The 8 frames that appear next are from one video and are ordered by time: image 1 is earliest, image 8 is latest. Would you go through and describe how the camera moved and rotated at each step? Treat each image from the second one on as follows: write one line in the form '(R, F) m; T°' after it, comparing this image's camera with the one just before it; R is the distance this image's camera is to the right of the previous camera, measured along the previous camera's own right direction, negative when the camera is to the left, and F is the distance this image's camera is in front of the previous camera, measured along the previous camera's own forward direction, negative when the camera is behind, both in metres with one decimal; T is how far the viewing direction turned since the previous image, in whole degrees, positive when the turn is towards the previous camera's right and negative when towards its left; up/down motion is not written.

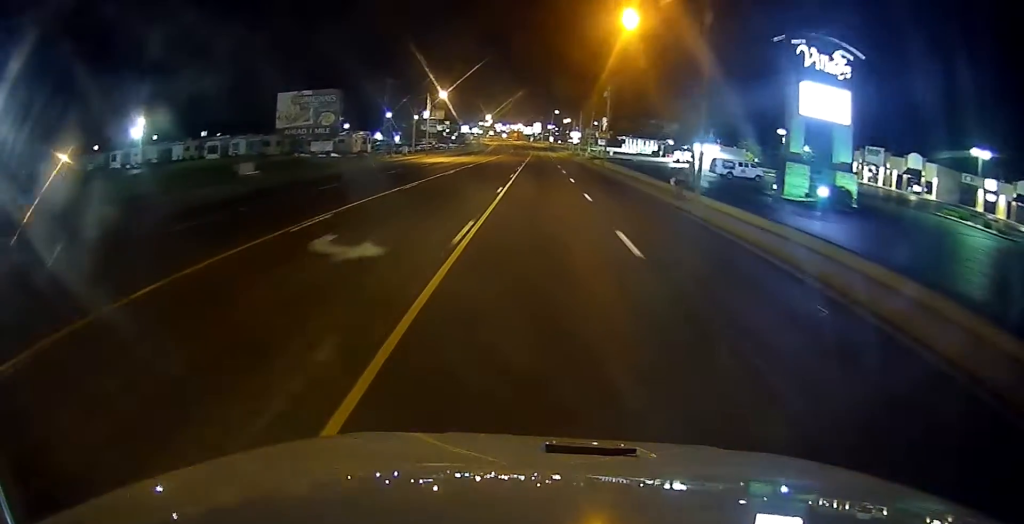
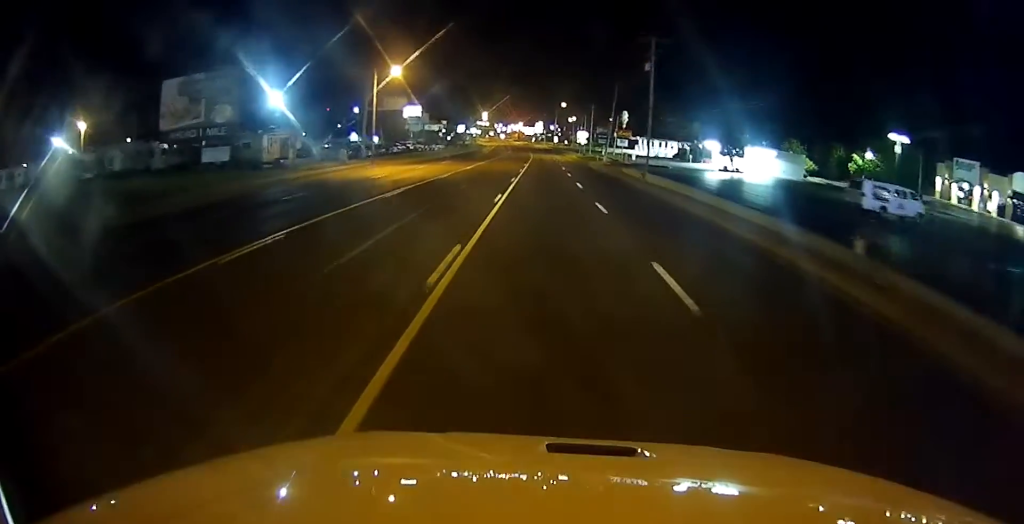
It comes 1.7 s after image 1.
(+0.1, +28.6) m; +2°
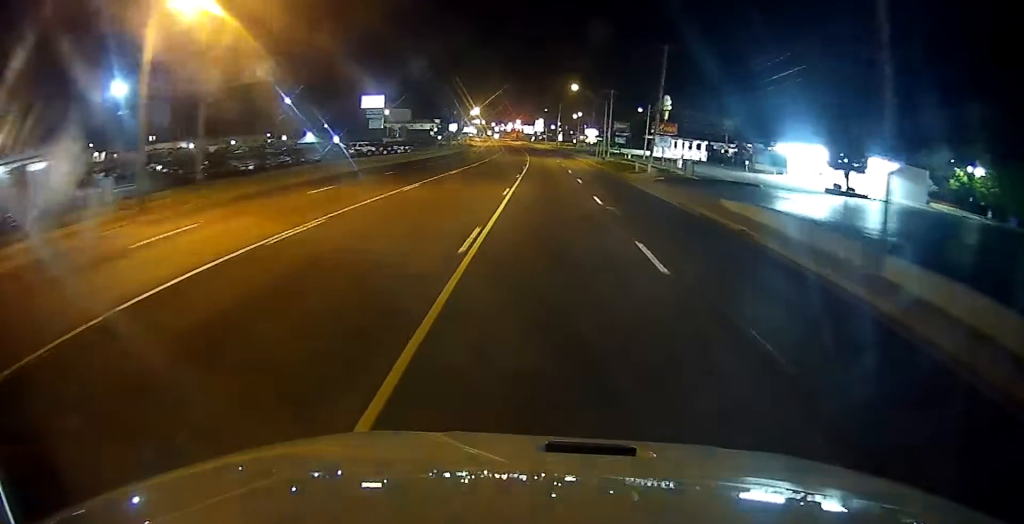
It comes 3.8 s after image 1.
(-0.6, +34.2) m; -3°
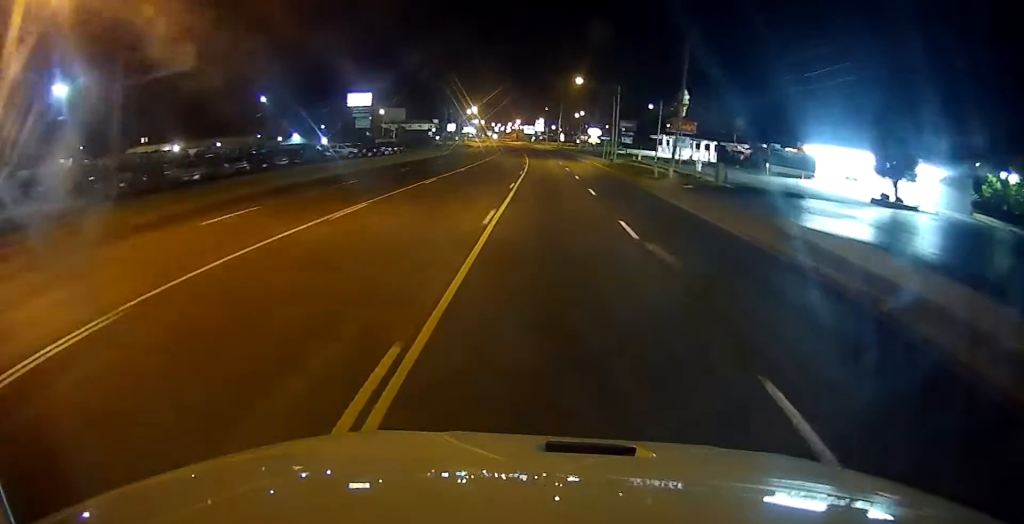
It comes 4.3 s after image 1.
(0.0, +8.2) m; 0°
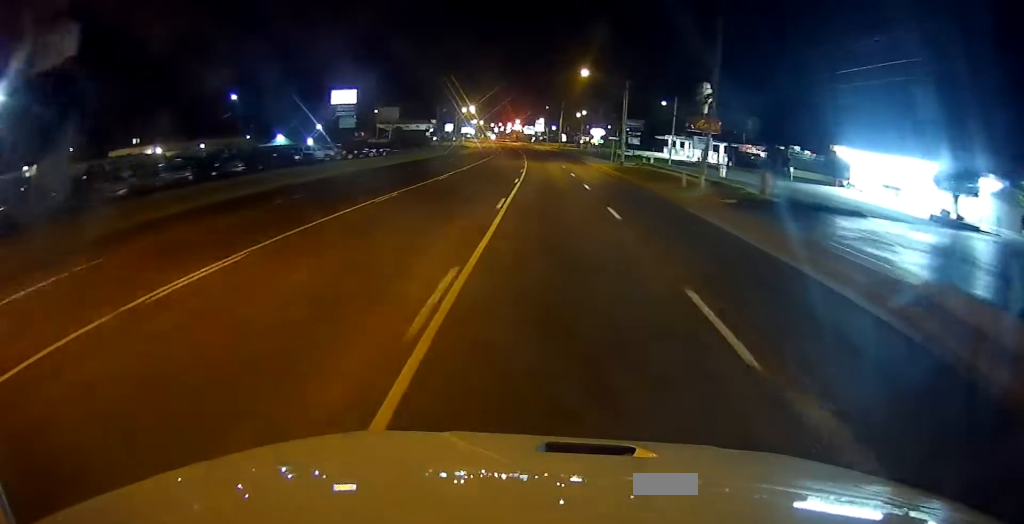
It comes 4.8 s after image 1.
(0.0, +8.2) m; 0°
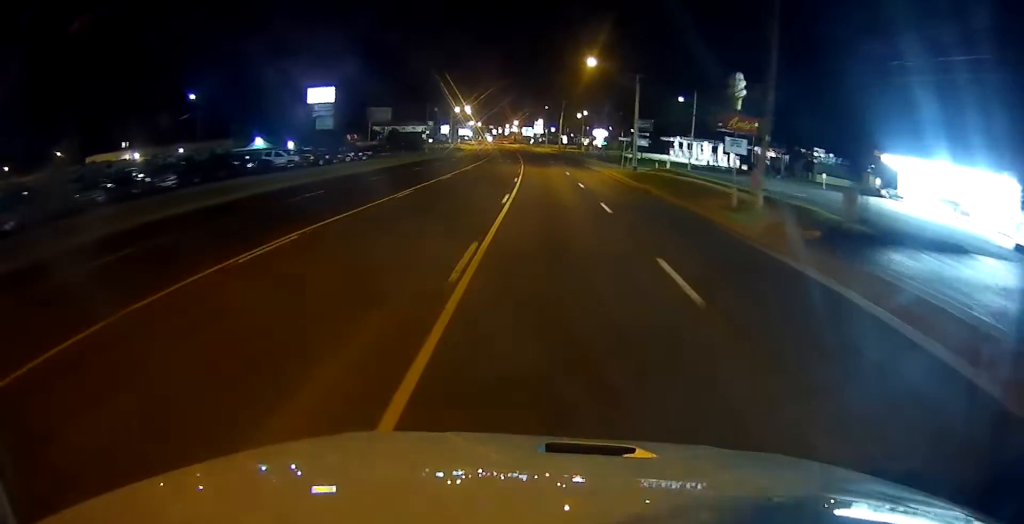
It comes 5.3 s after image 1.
(0.0, +9.3) m; 0°
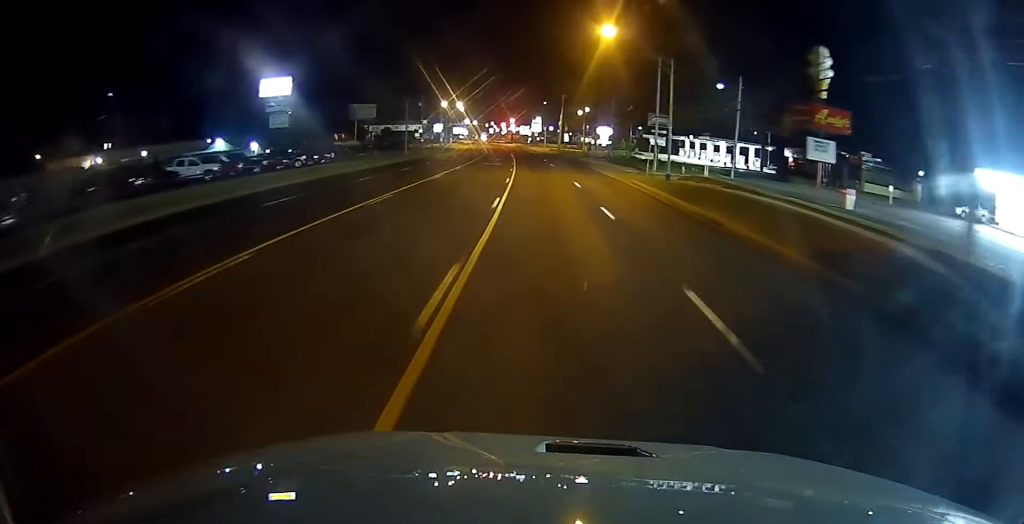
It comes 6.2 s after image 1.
(0.0, +14.4) m; +2°
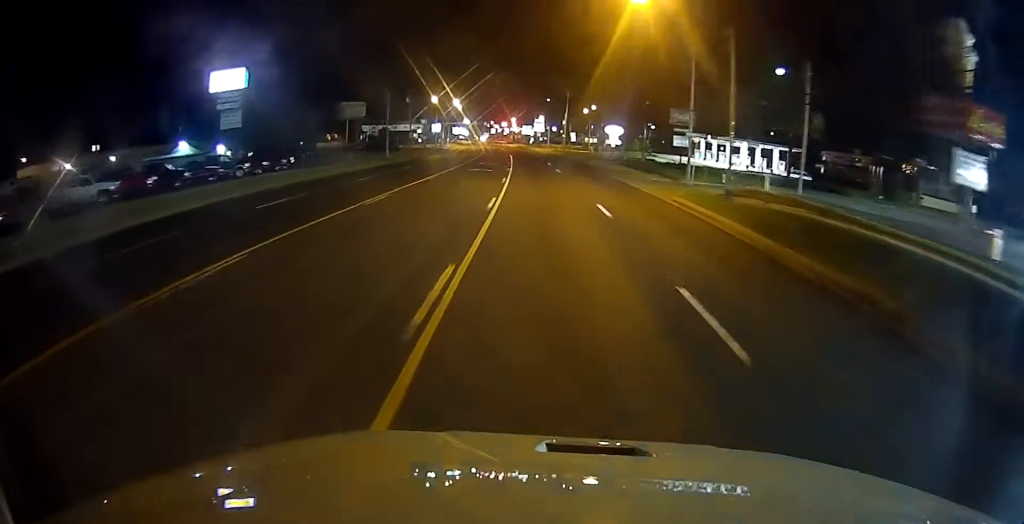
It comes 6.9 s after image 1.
(+0.4, +12.2) m; 0°
